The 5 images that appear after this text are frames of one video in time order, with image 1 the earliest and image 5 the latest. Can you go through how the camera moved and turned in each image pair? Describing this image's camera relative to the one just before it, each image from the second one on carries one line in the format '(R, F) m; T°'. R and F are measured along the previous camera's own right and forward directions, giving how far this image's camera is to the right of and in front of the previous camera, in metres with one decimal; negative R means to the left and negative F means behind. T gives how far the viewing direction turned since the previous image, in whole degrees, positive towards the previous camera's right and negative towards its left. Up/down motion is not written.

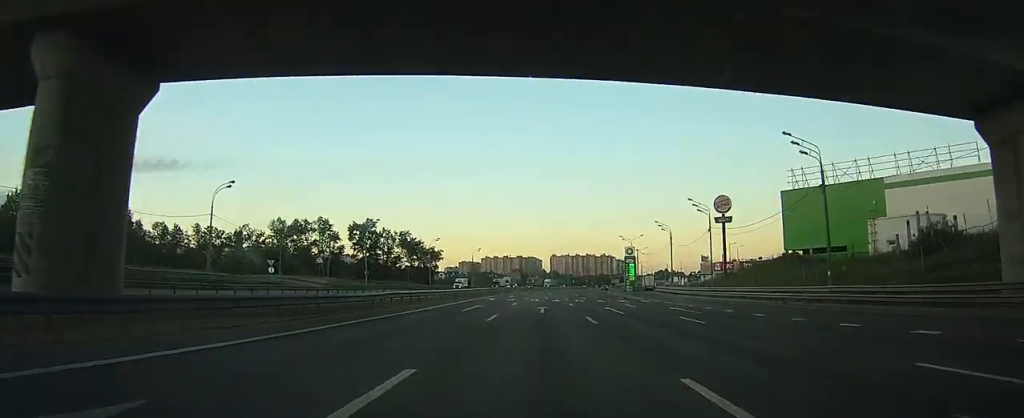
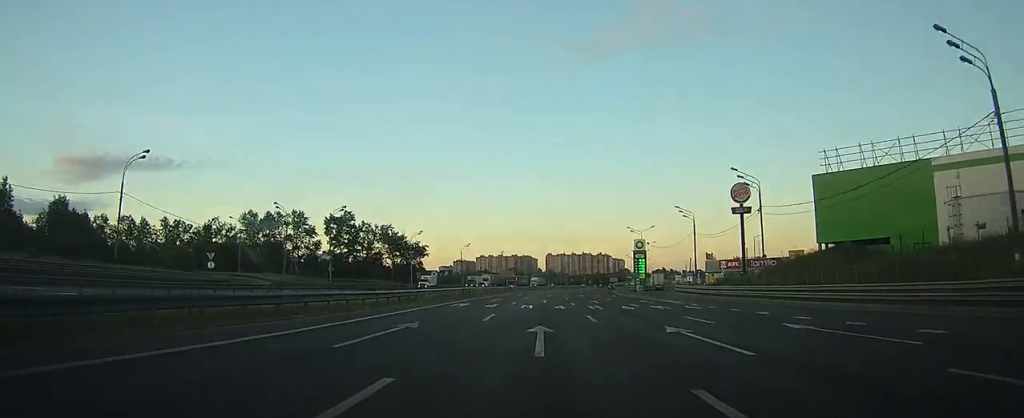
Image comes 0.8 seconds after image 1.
(-0.1, +17.1) m; +1°
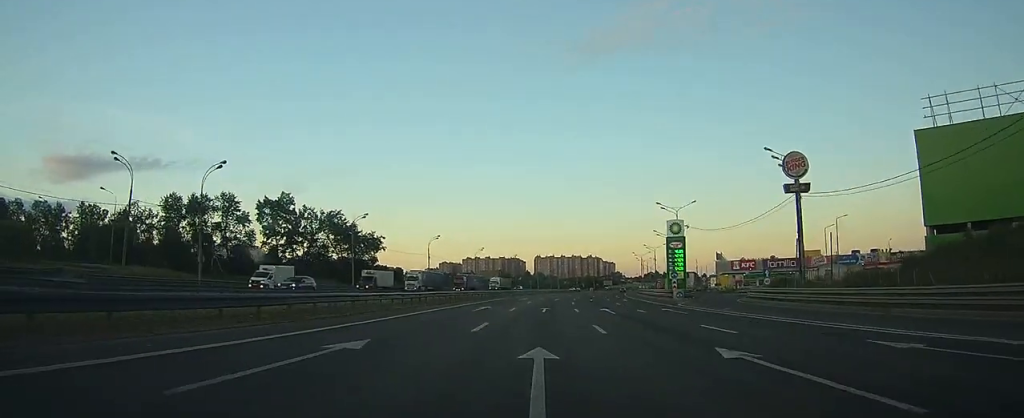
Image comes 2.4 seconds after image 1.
(+0.9, +35.7) m; +2°
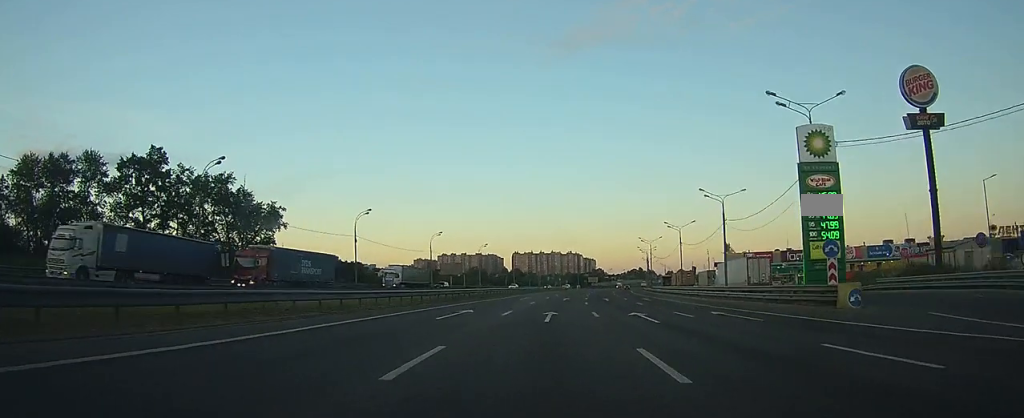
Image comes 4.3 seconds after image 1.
(+0.3, +42.2) m; +1°
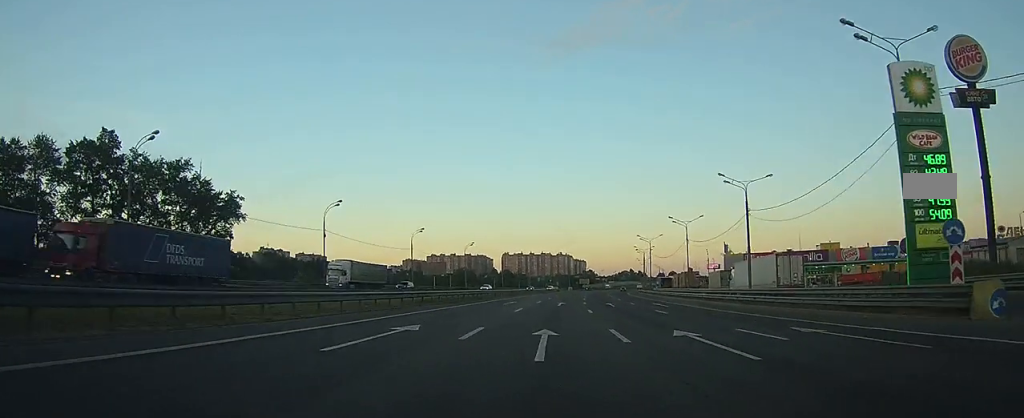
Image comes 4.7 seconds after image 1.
(0.0, +10.3) m; +1°
